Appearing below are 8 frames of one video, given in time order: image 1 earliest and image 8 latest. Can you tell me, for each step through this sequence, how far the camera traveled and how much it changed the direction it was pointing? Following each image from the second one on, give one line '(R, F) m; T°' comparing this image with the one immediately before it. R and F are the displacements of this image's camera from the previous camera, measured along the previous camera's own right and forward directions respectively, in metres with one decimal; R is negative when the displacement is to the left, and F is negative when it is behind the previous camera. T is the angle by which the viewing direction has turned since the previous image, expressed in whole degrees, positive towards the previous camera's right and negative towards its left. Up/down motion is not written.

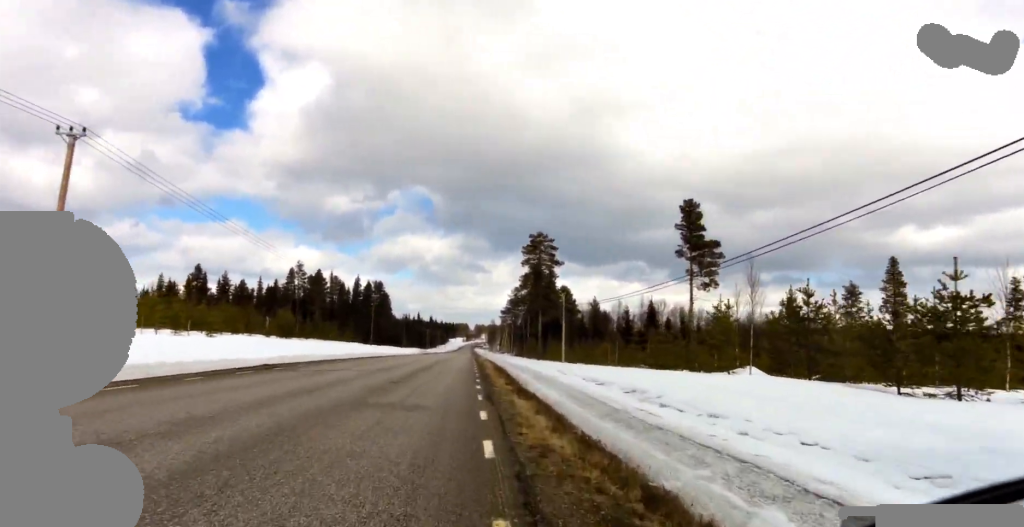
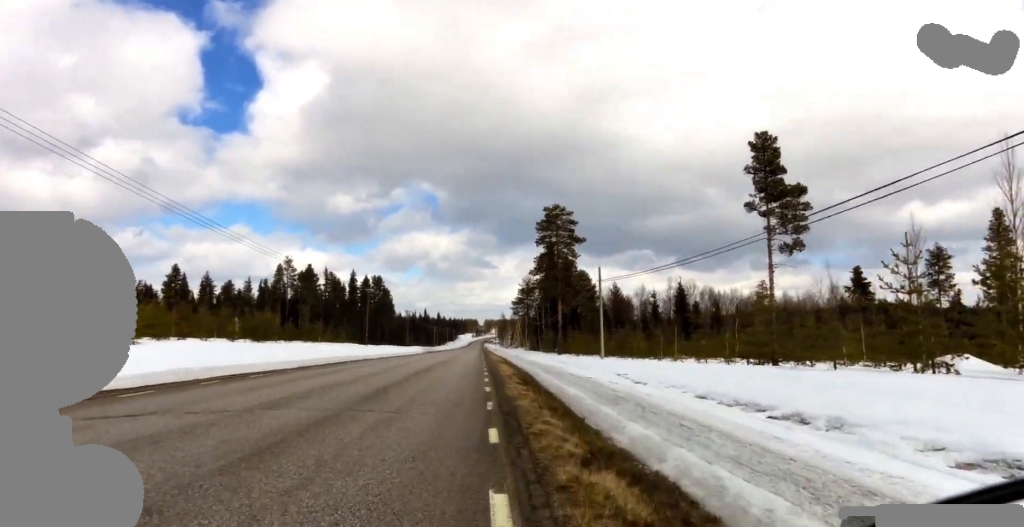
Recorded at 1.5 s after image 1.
(-0.1, +11.7) m; 0°
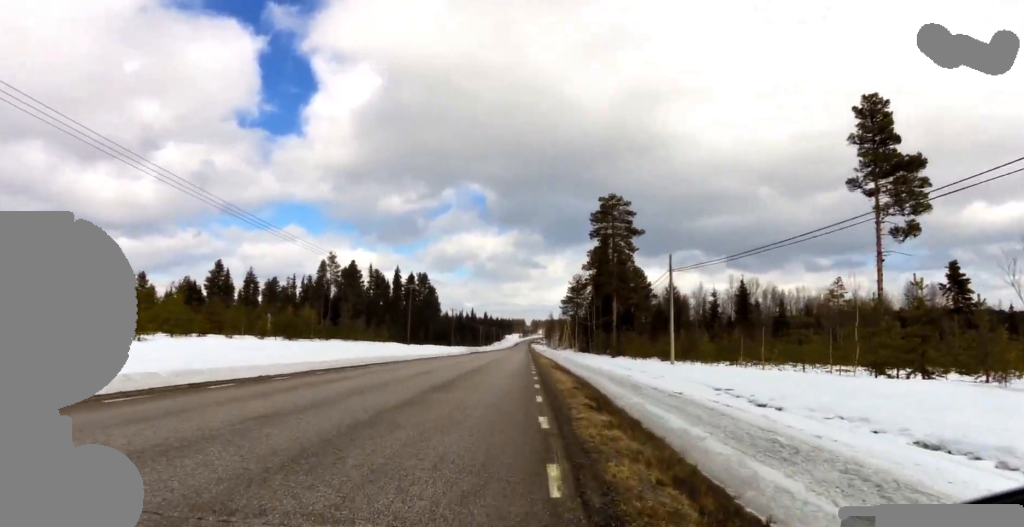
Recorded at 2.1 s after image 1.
(0.0, +5.1) m; +1°
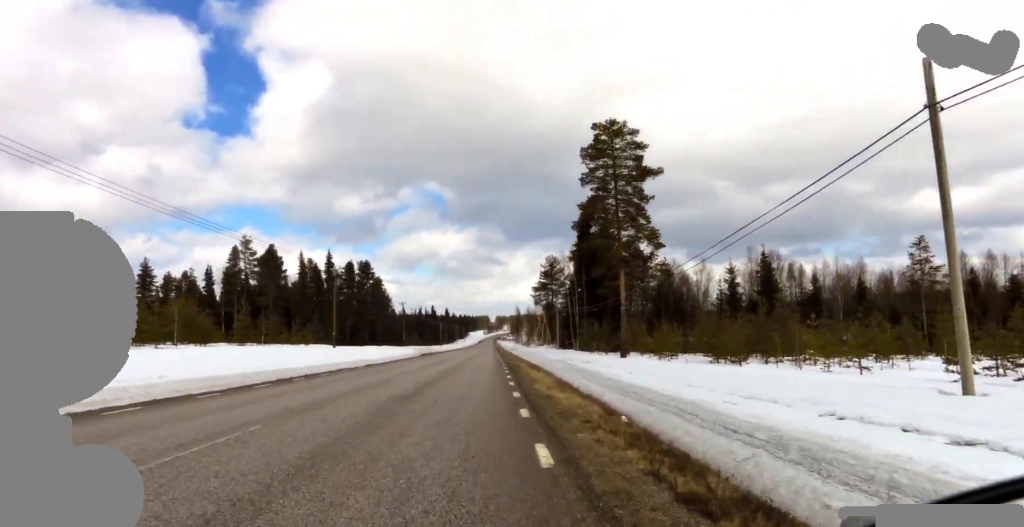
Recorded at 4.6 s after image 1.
(+0.6, +20.6) m; +3°
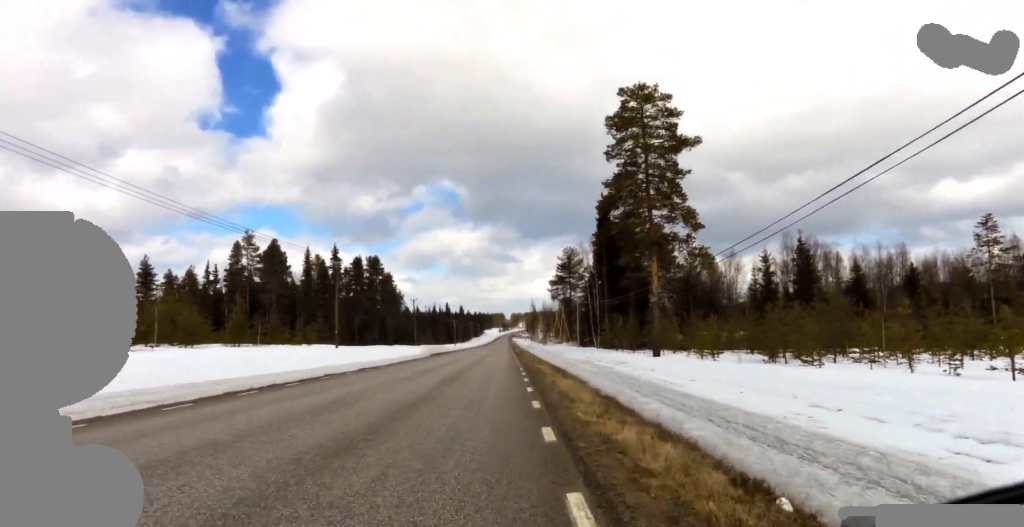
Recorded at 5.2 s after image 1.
(+0.1, +5.0) m; 0°
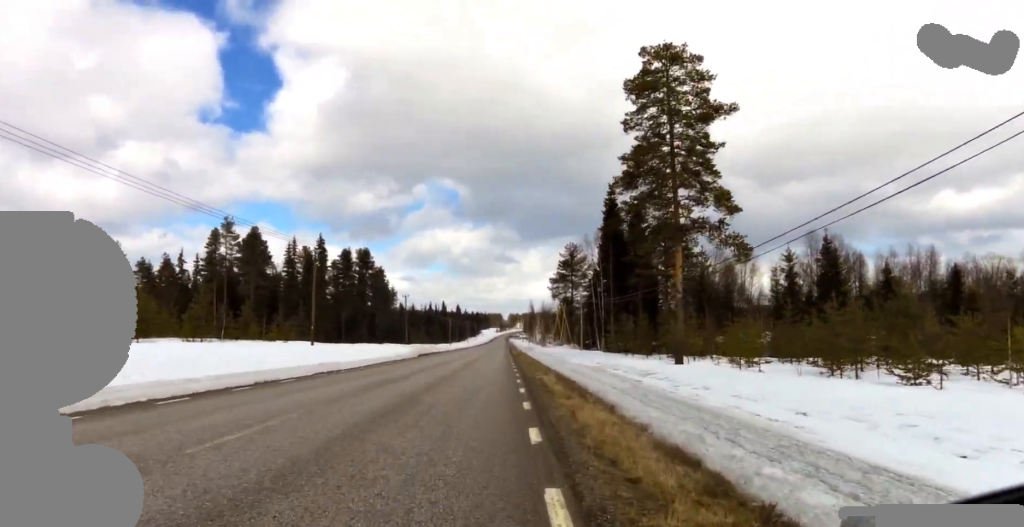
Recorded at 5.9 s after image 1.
(+0.6, +5.8) m; 0°
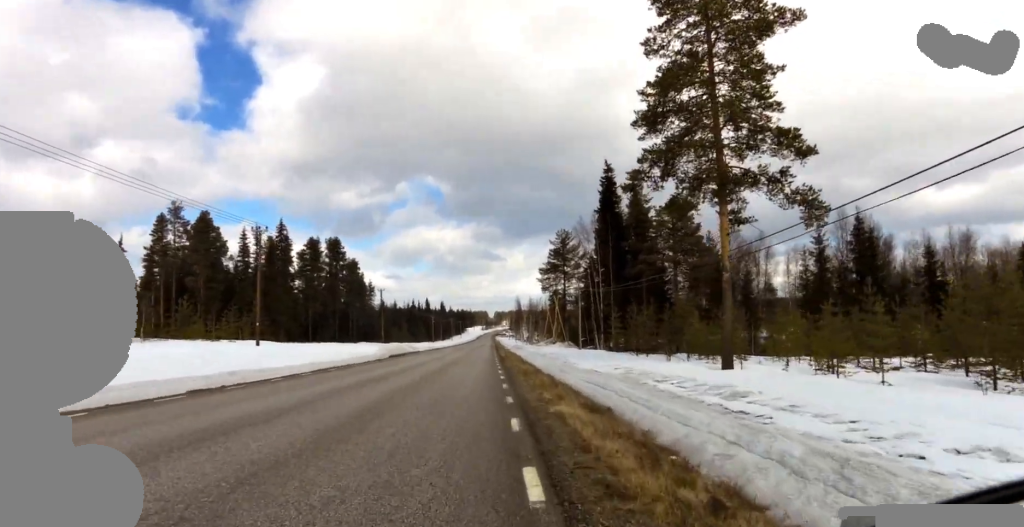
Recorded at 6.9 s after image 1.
(-0.9, +8.3) m; 0°
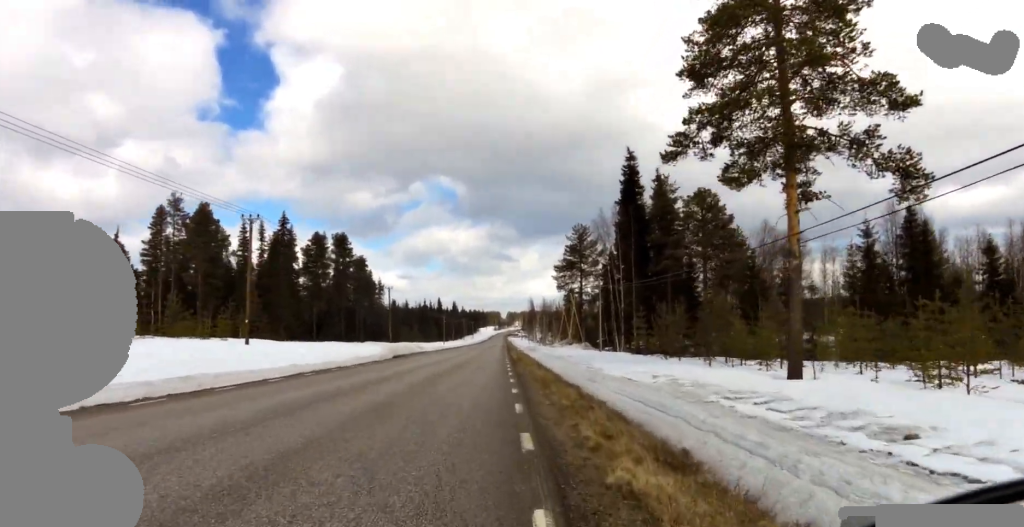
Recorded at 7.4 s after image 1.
(+0.5, +4.1) m; 0°
